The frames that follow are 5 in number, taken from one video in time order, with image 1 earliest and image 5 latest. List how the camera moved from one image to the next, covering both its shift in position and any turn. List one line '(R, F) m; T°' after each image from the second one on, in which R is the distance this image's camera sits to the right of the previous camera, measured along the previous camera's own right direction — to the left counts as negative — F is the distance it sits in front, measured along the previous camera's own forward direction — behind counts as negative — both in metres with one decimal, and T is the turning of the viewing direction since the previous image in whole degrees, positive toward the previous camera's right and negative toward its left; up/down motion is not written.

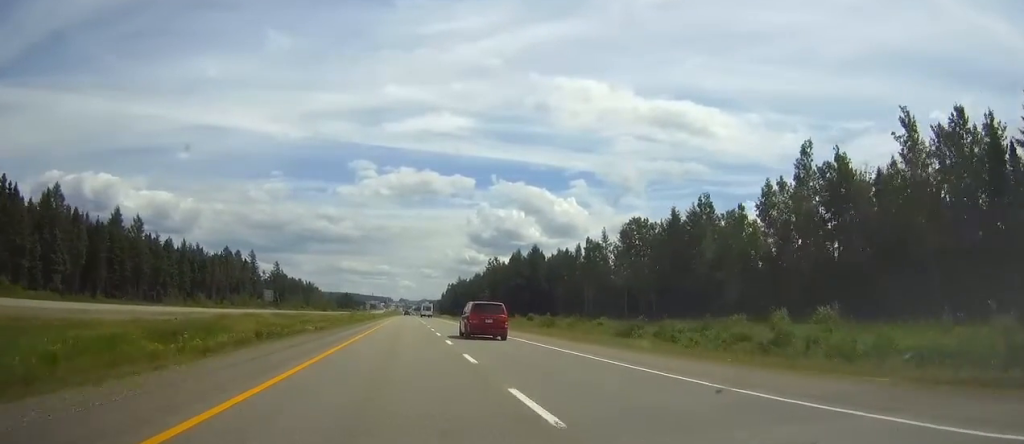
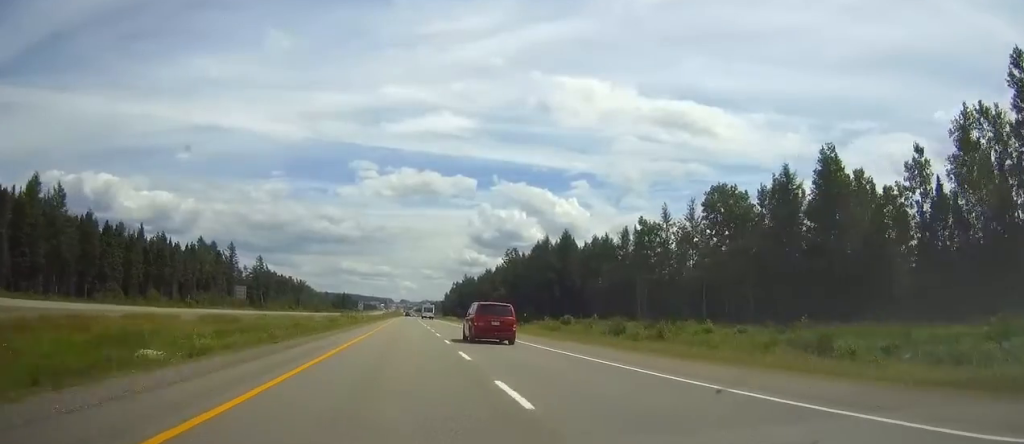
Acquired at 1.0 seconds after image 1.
(+0.2, +33.9) m; 0°
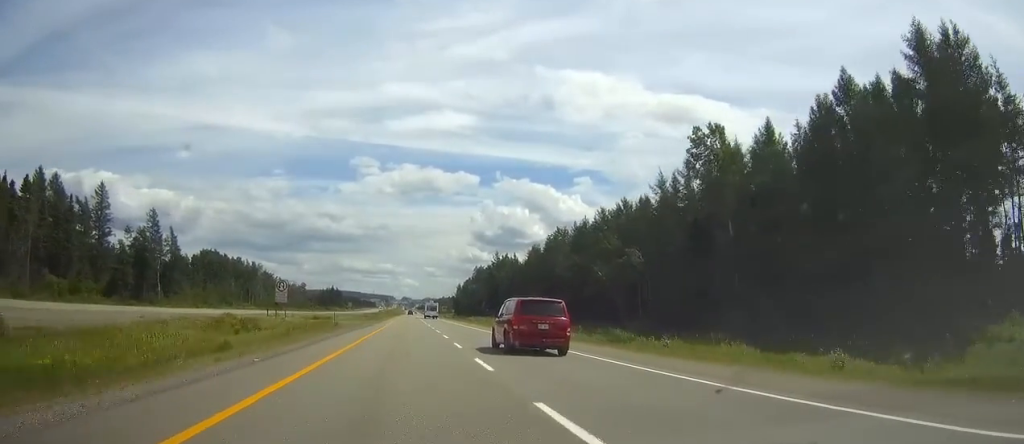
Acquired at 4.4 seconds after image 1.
(-0.2, +109.4) m; 0°
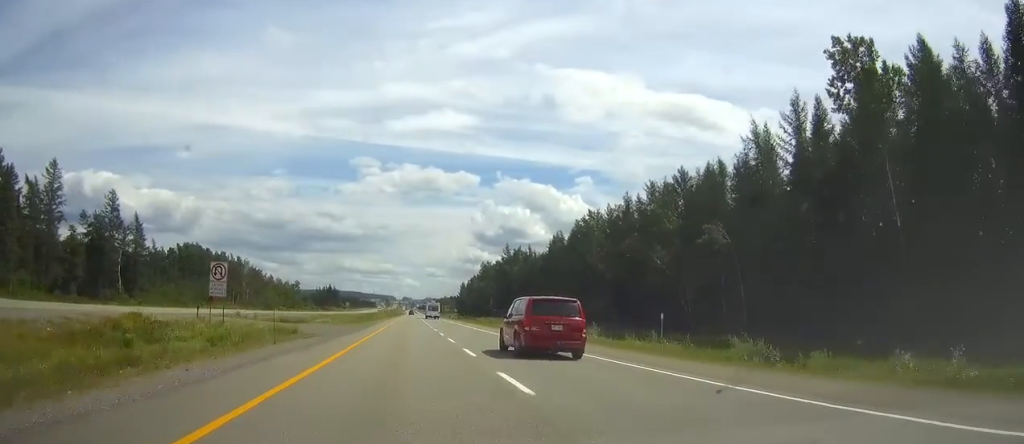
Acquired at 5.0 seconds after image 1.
(0.0, +21.9) m; 0°
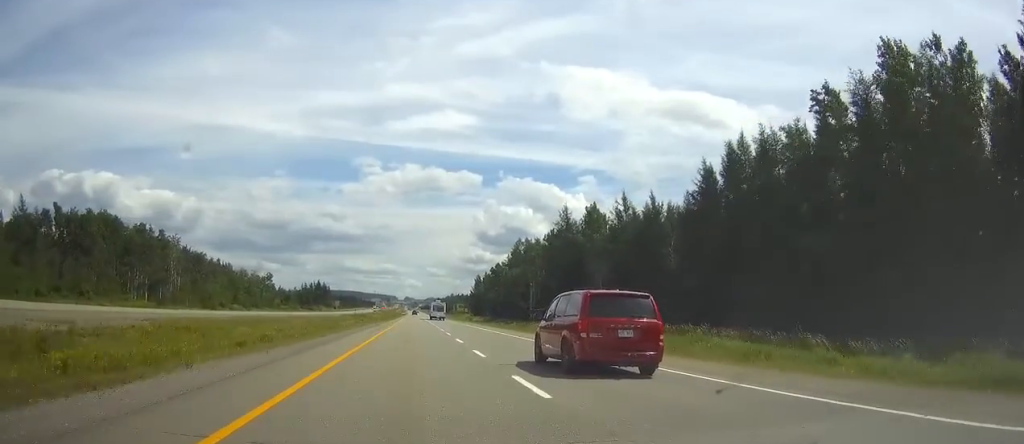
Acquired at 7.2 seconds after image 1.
(0.0, +71.0) m; 0°
